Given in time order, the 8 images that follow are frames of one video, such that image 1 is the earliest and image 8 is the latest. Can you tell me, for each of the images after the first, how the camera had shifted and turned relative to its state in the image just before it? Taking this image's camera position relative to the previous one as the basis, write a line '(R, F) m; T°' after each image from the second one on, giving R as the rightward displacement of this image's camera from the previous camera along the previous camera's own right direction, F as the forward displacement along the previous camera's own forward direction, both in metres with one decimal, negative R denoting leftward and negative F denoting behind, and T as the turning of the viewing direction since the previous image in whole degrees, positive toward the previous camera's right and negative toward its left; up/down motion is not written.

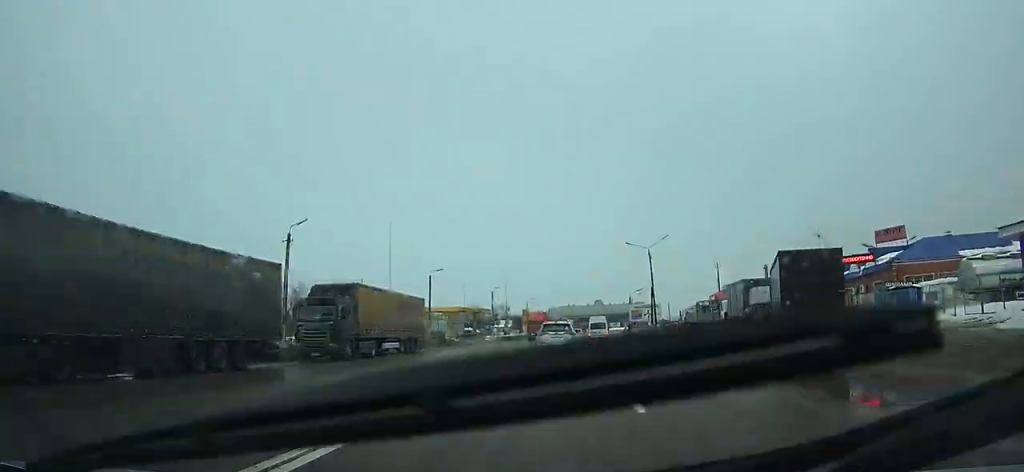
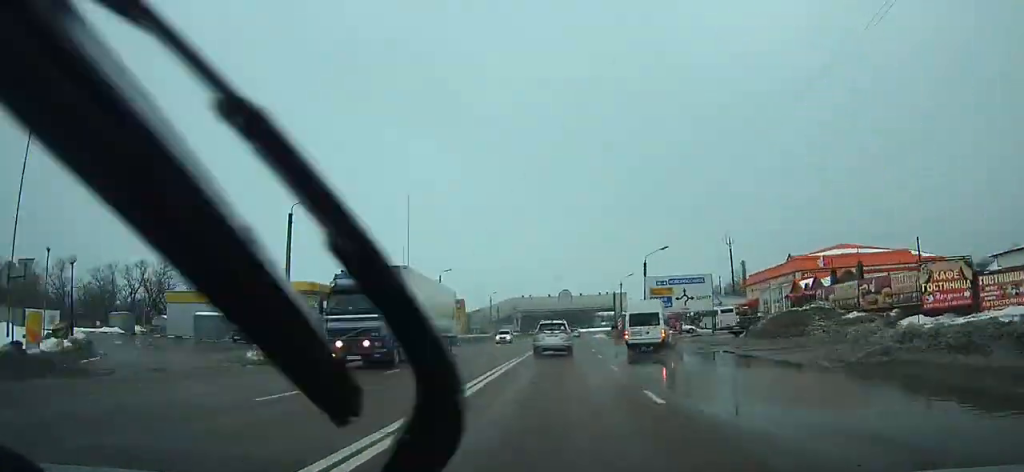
(+2.1, +61.7) m; +4°
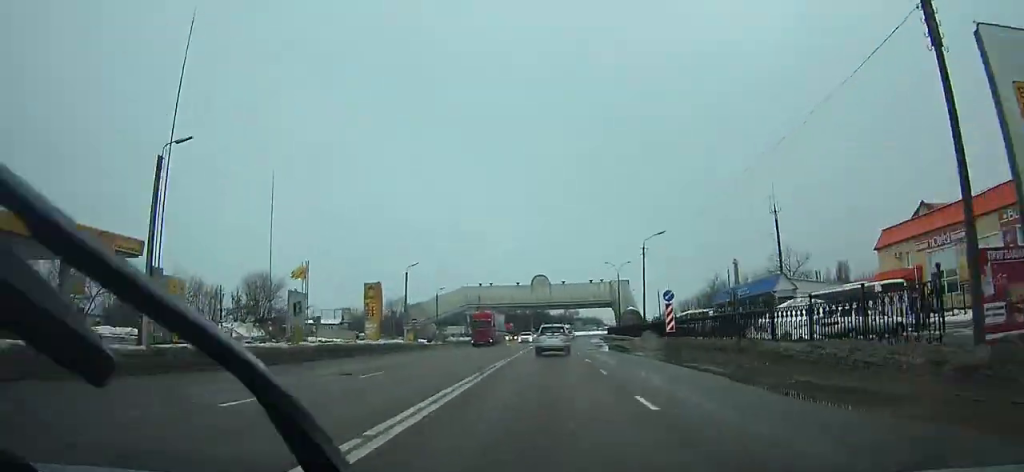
(+1.2, +50.1) m; +2°
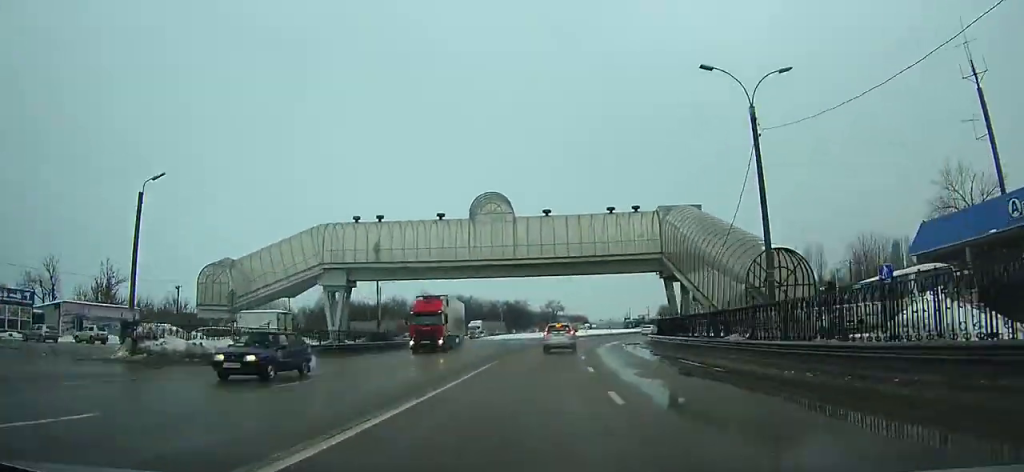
(+1.1, +60.5) m; +4°
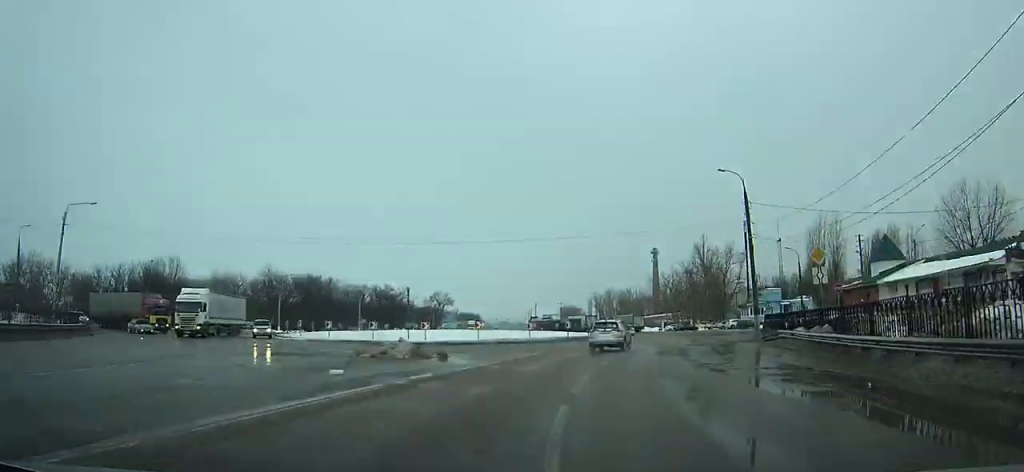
(+3.1, +49.2) m; +9°
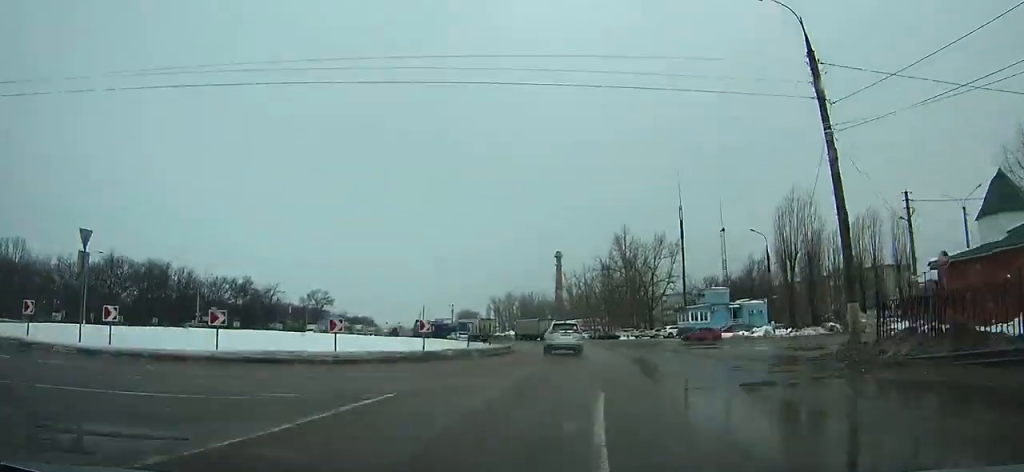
(+3.1, +24.1) m; 0°
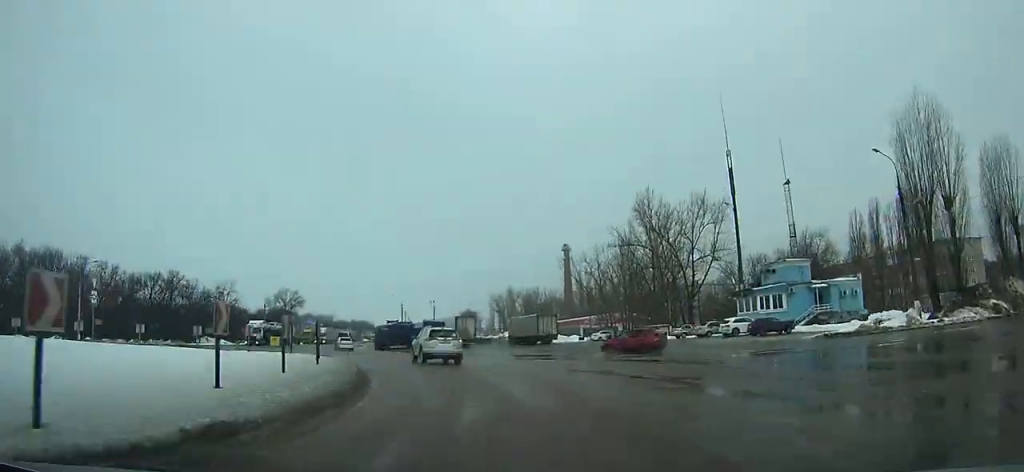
(-0.2, +28.6) m; -4°
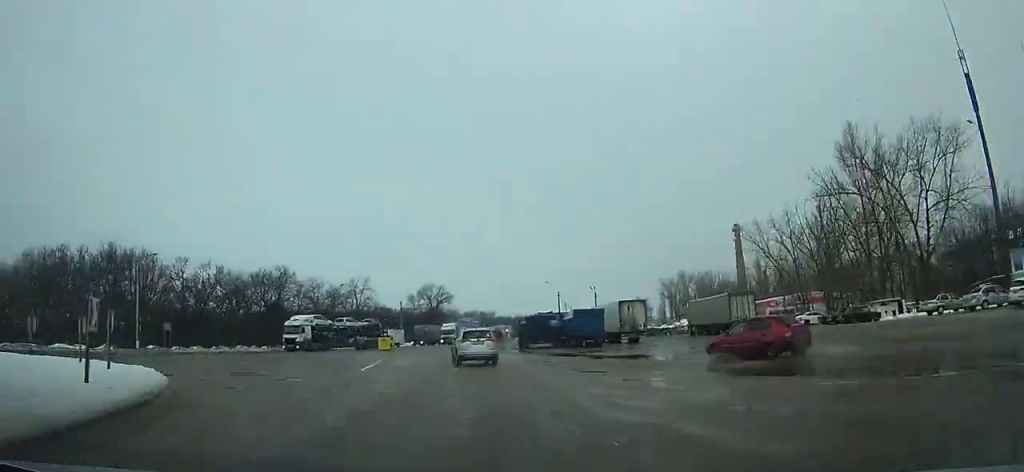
(-0.9, +19.7) m; -5°
